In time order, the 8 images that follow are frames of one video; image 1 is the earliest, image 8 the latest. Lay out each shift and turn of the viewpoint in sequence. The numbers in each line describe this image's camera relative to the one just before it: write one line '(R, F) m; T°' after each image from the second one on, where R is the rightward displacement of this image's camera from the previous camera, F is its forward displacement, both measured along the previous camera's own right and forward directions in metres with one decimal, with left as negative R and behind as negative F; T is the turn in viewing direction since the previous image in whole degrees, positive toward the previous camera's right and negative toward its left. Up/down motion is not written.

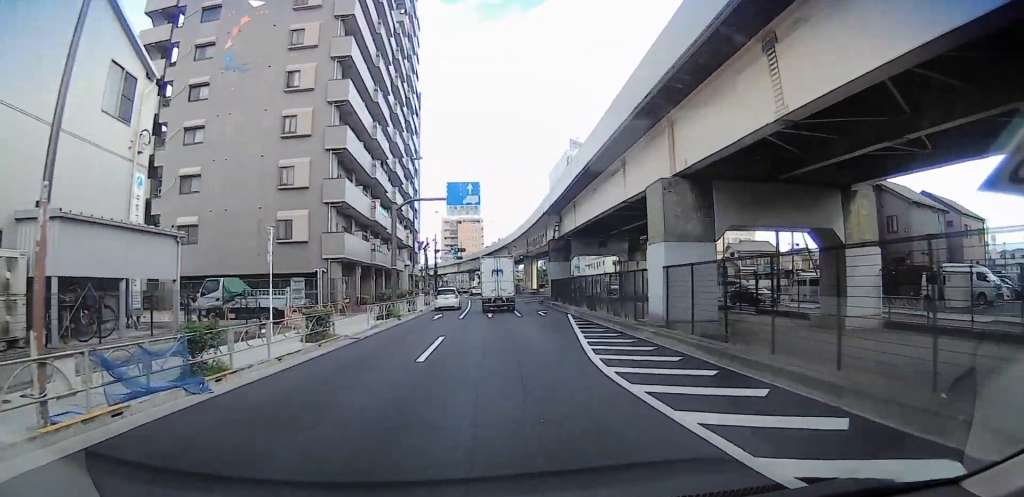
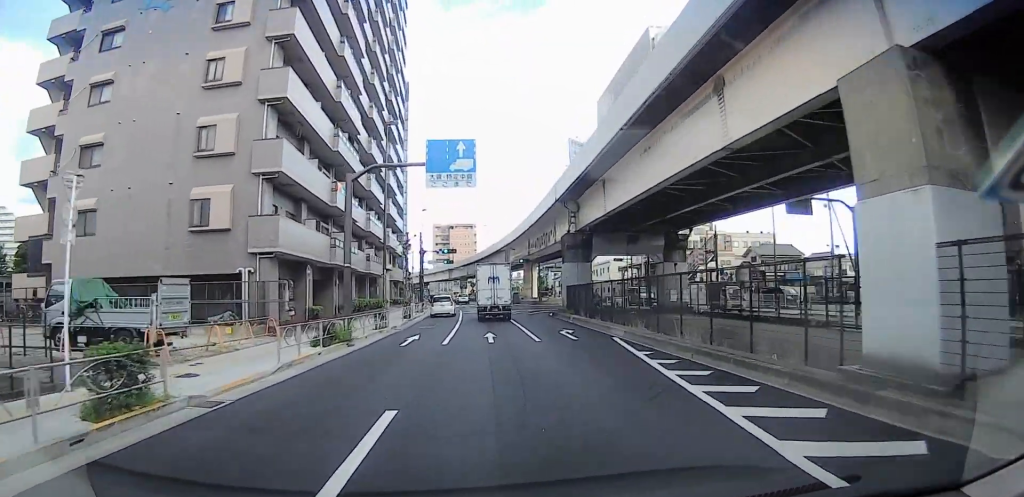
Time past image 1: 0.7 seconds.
(0.0, +10.4) m; 0°
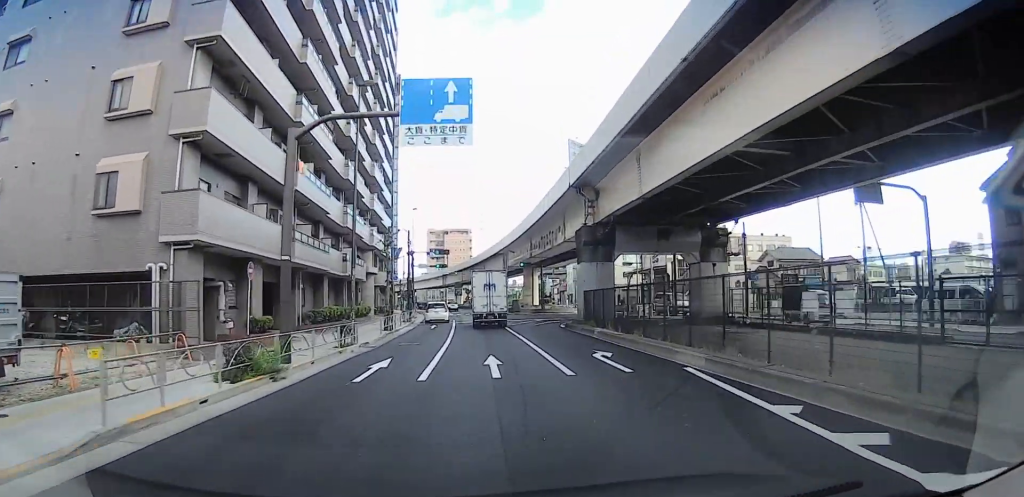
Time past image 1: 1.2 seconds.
(0.0, +6.9) m; 0°
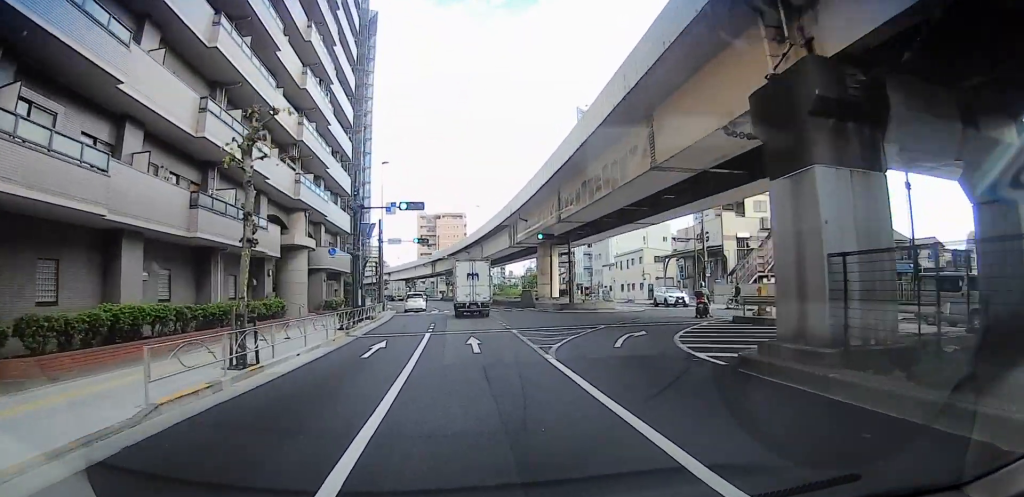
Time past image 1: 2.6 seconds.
(0.0, +20.4) m; -1°
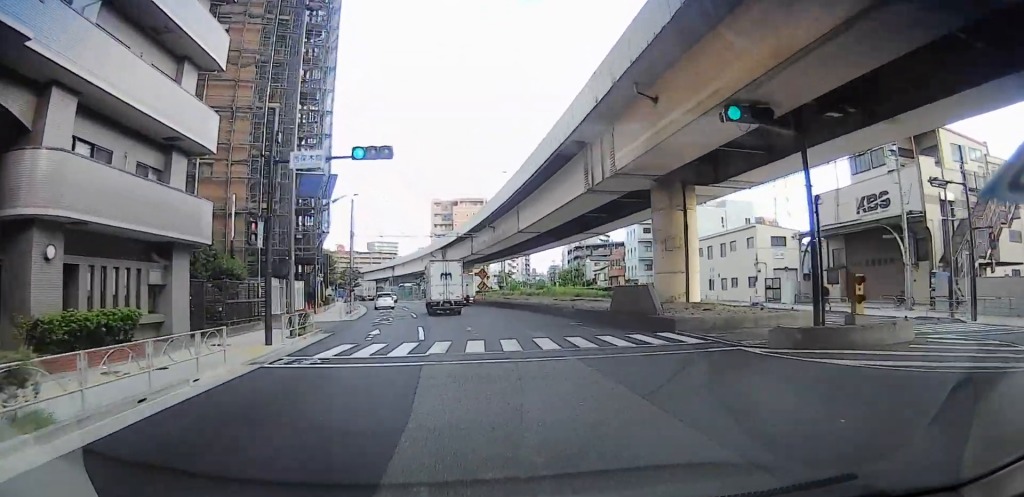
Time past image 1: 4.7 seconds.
(-0.5, +27.7) m; -1°
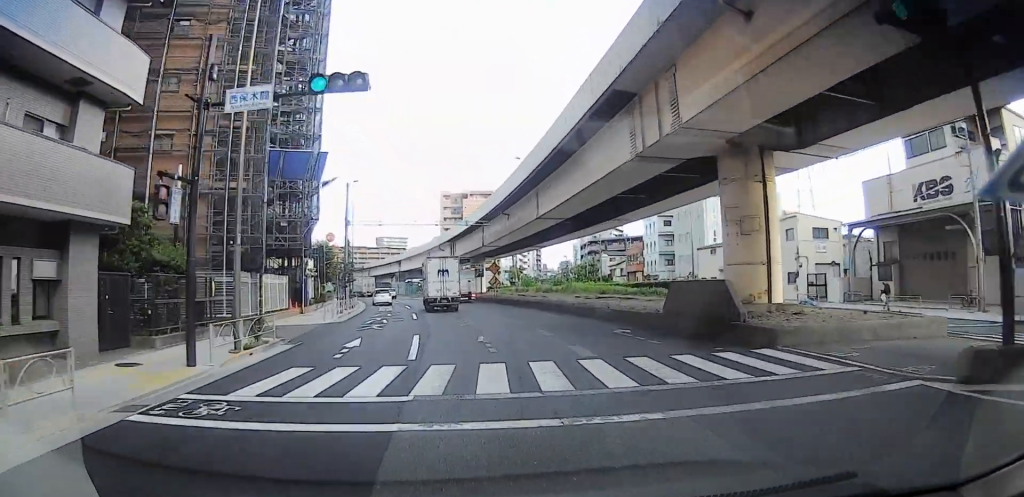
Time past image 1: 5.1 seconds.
(0.0, +5.4) m; 0°
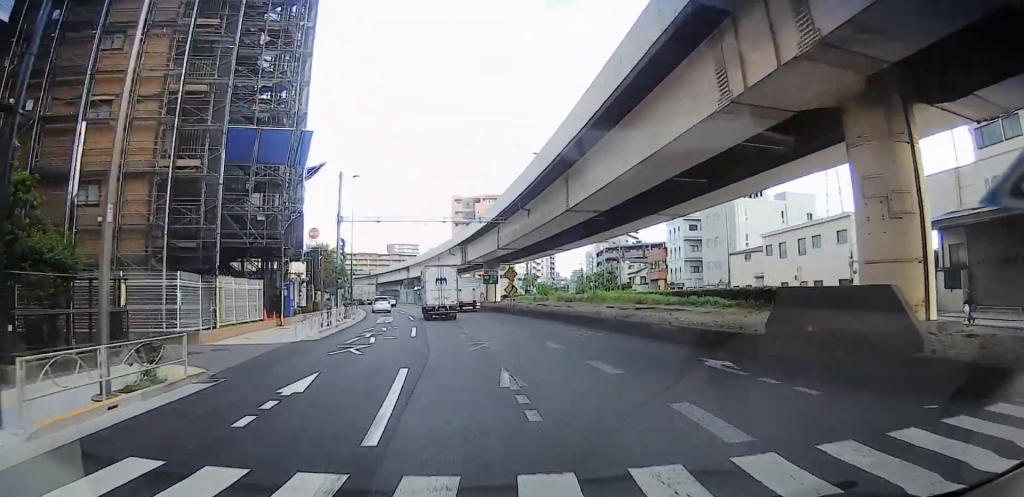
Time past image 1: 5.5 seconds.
(0.0, +6.0) m; 0°
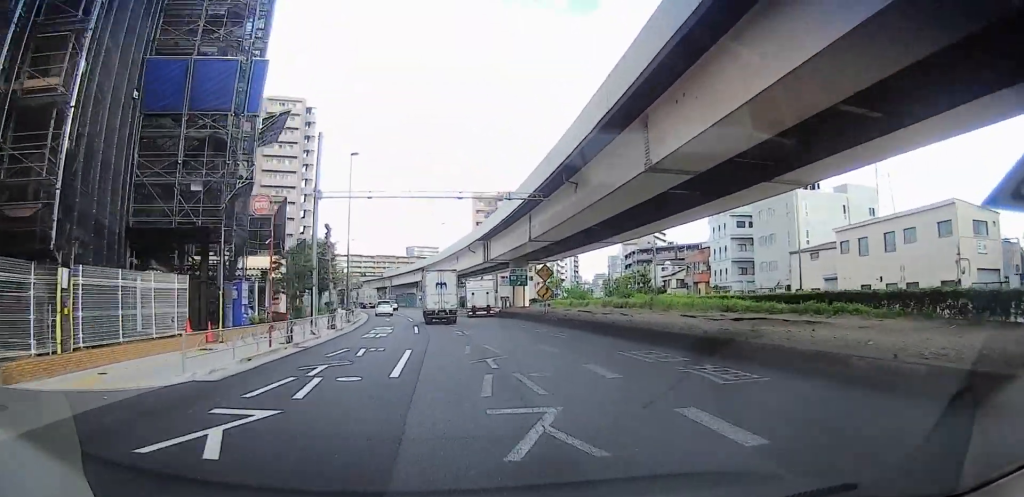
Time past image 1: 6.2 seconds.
(0.0, +9.7) m; 0°
